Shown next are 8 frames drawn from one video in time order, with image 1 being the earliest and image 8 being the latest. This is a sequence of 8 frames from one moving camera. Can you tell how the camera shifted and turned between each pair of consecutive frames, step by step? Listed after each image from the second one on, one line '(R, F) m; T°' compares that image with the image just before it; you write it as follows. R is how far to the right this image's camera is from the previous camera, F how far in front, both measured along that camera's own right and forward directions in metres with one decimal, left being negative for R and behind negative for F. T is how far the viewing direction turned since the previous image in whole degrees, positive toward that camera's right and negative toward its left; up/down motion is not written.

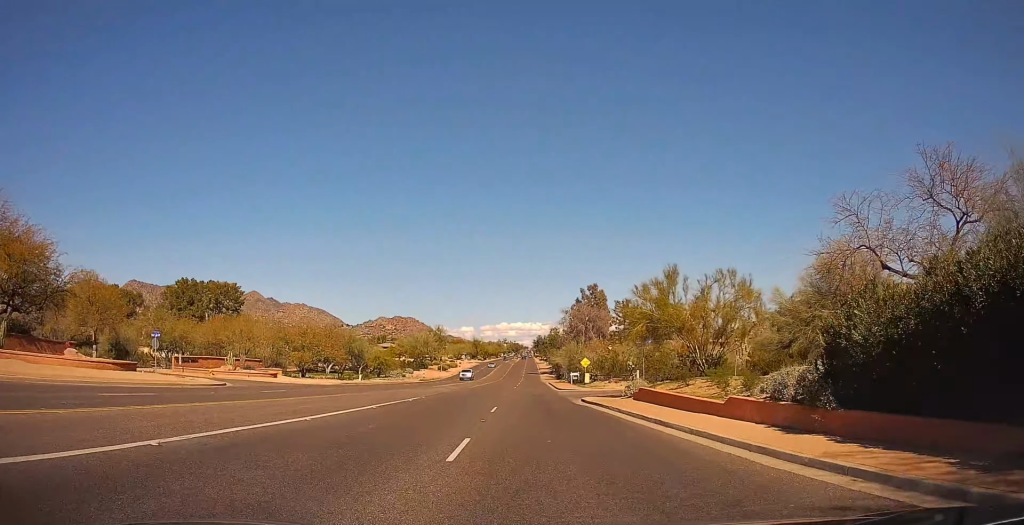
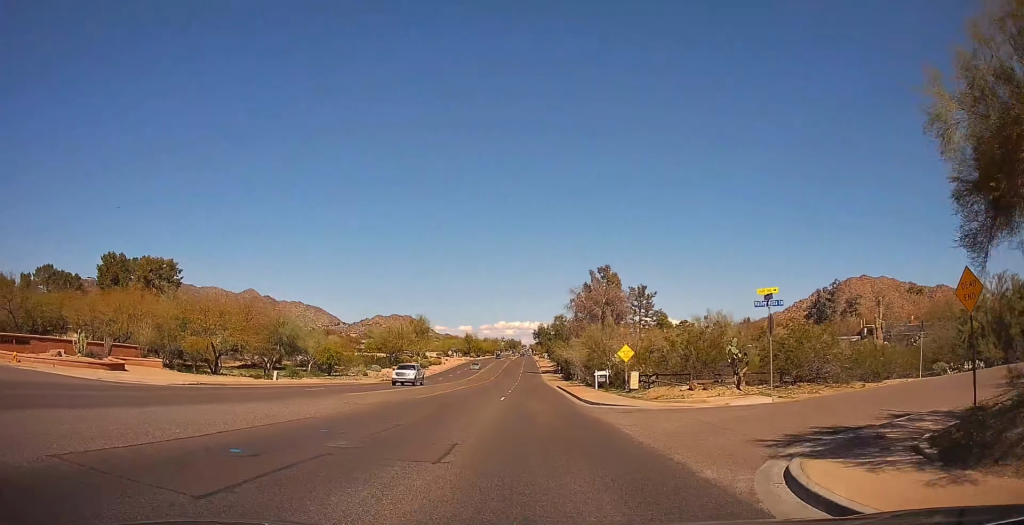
(-1.6, +24.7) m; -4°
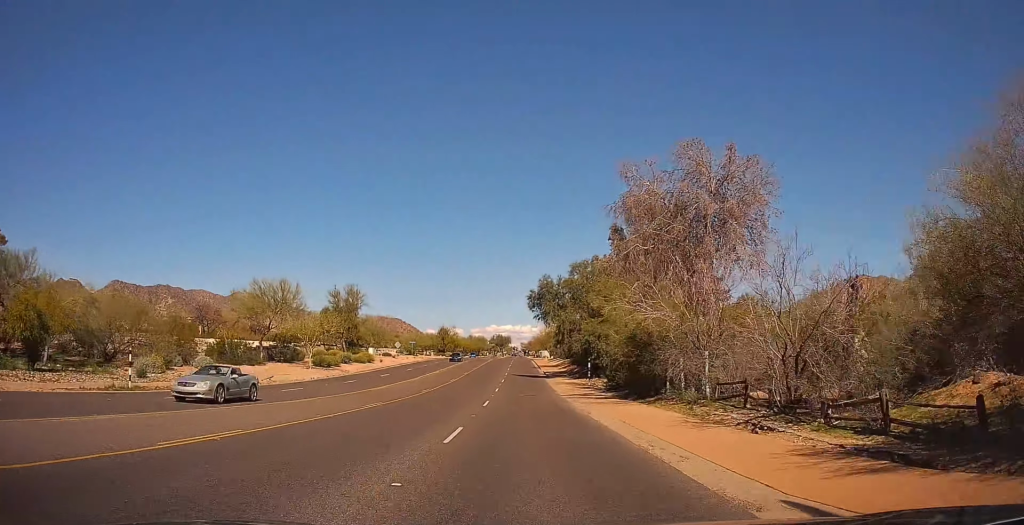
(+3.5, +50.6) m; +6°
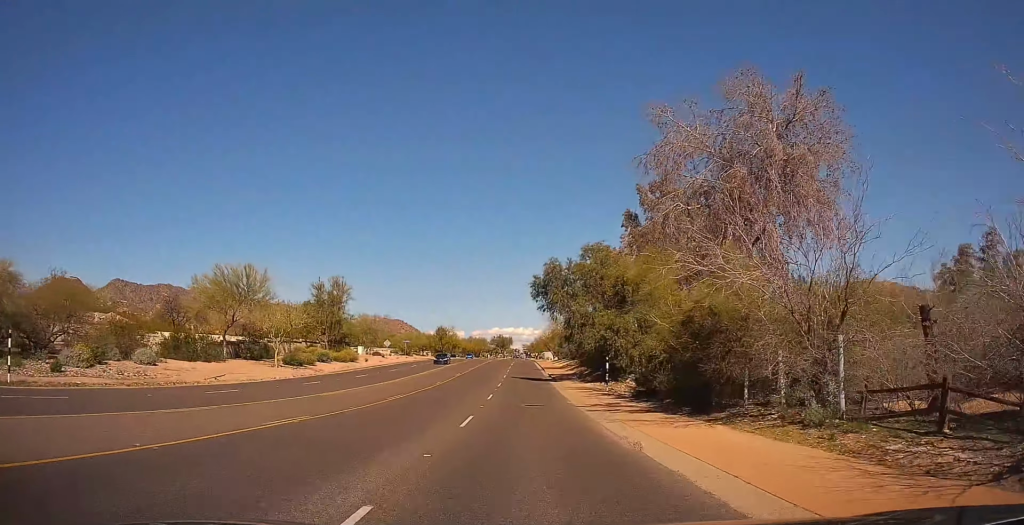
(-0.4, +8.3) m; -2°
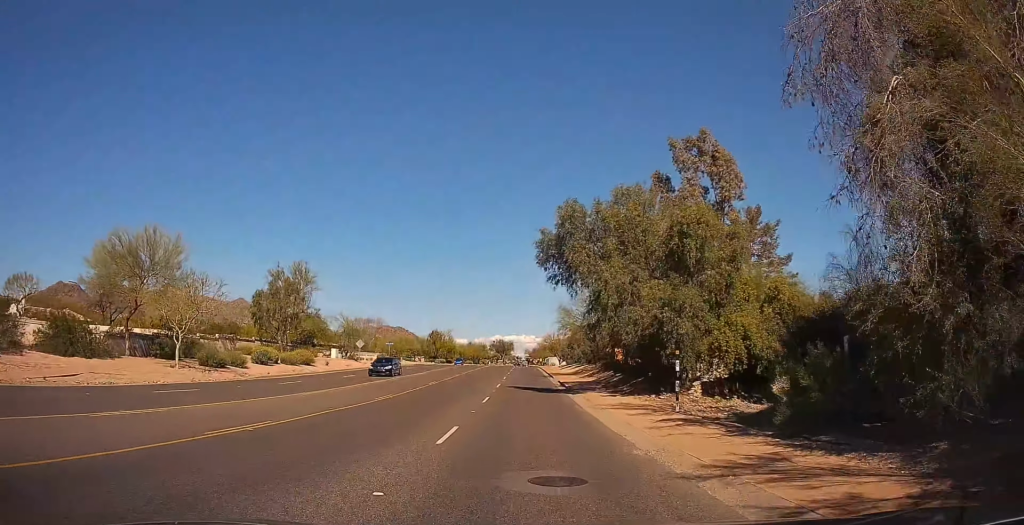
(-0.3, +15.0) m; -3°
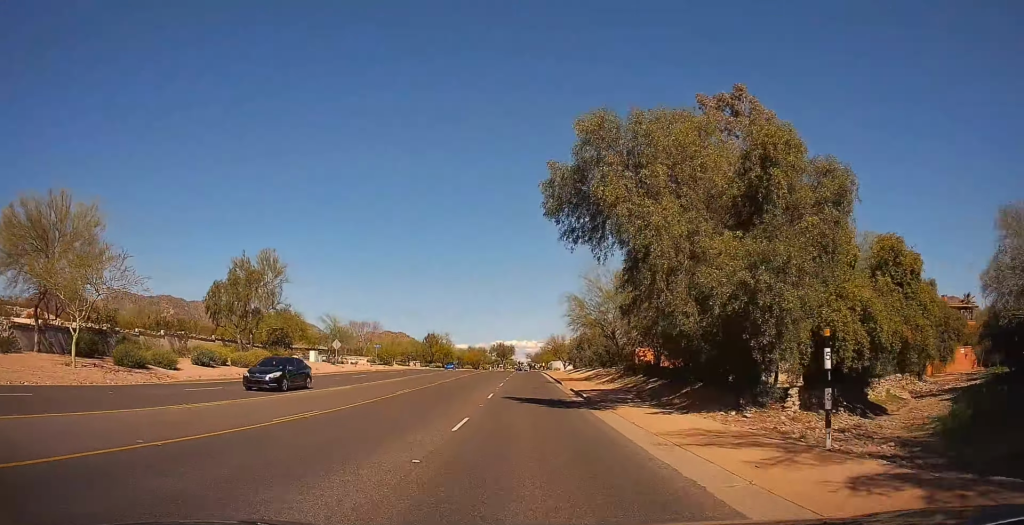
(+0.1, +9.5) m; -1°
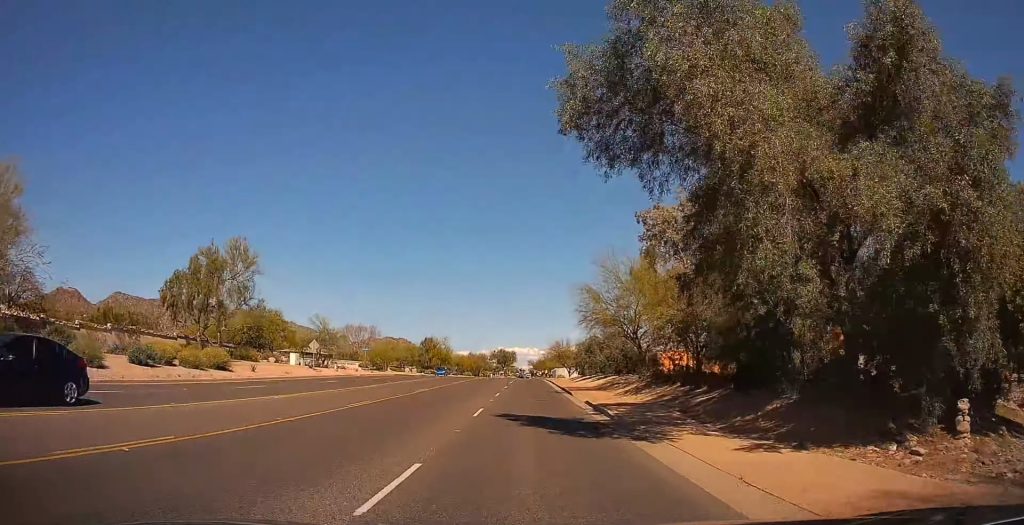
(-0.4, +7.2) m; 0°
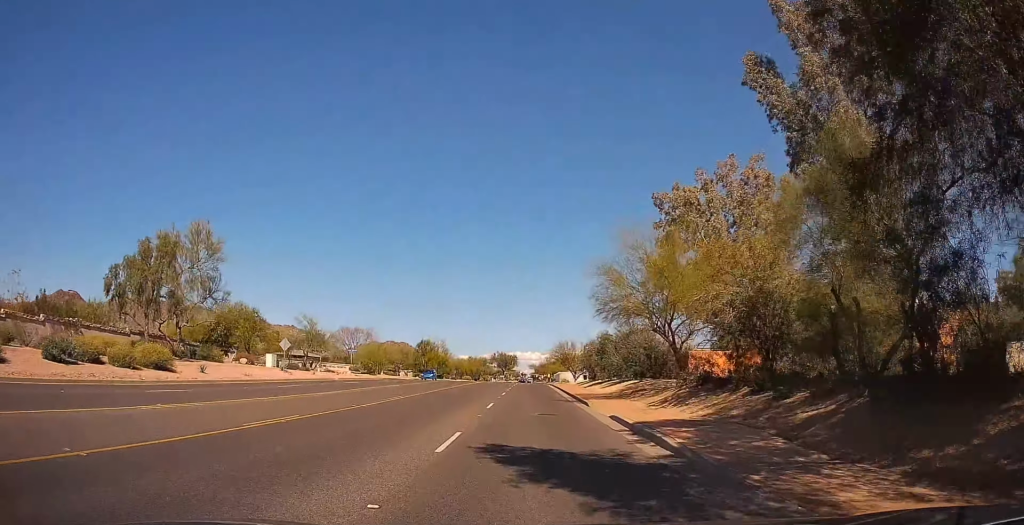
(-0.4, +7.2) m; 0°
